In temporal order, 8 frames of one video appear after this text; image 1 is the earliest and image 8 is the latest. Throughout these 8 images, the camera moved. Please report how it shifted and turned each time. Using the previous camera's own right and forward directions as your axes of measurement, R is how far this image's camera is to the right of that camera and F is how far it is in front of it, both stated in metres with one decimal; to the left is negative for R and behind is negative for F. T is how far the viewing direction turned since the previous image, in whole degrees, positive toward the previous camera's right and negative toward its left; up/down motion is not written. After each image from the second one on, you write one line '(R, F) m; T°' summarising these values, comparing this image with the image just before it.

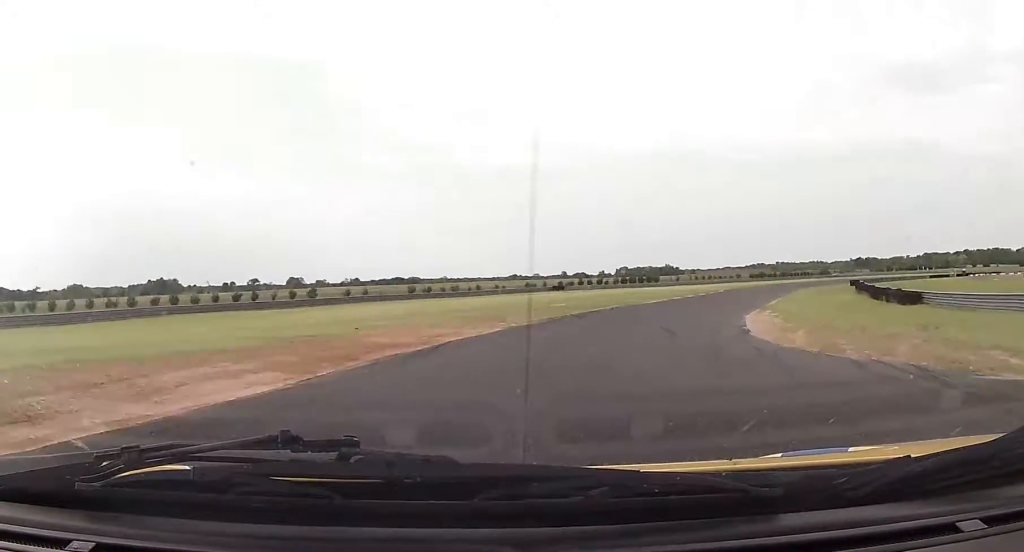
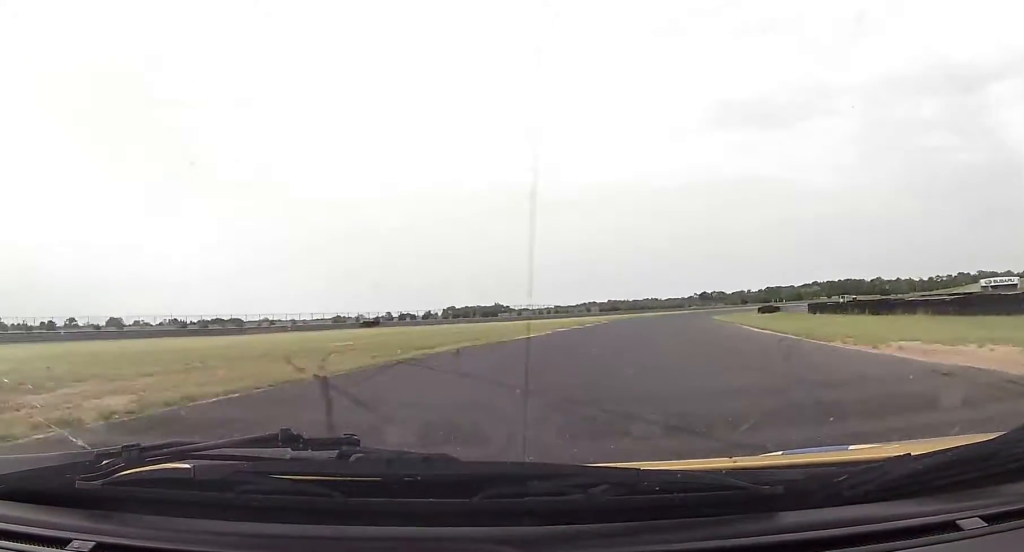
(+3.9, +33.2) m; +13°
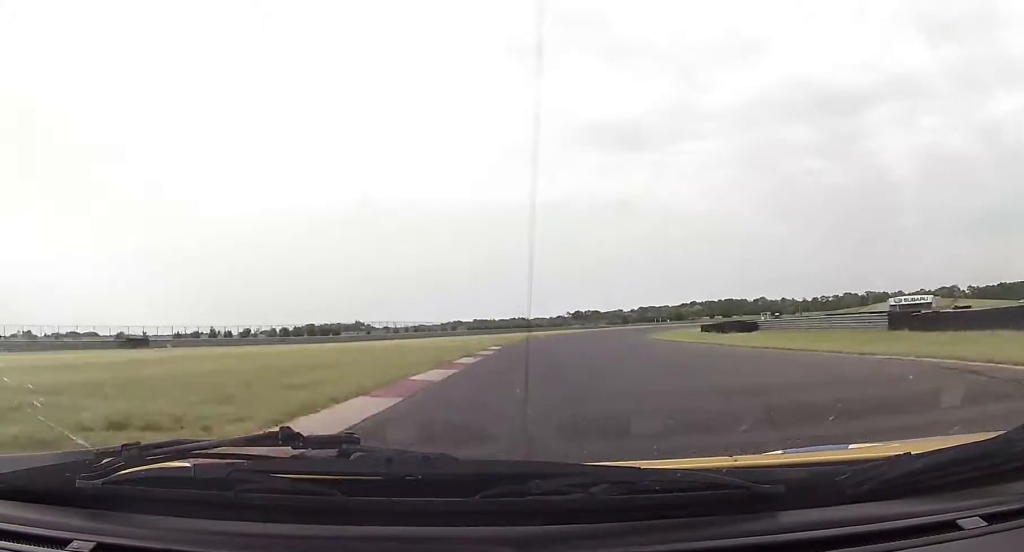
(+3.7, +34.6) m; +11°
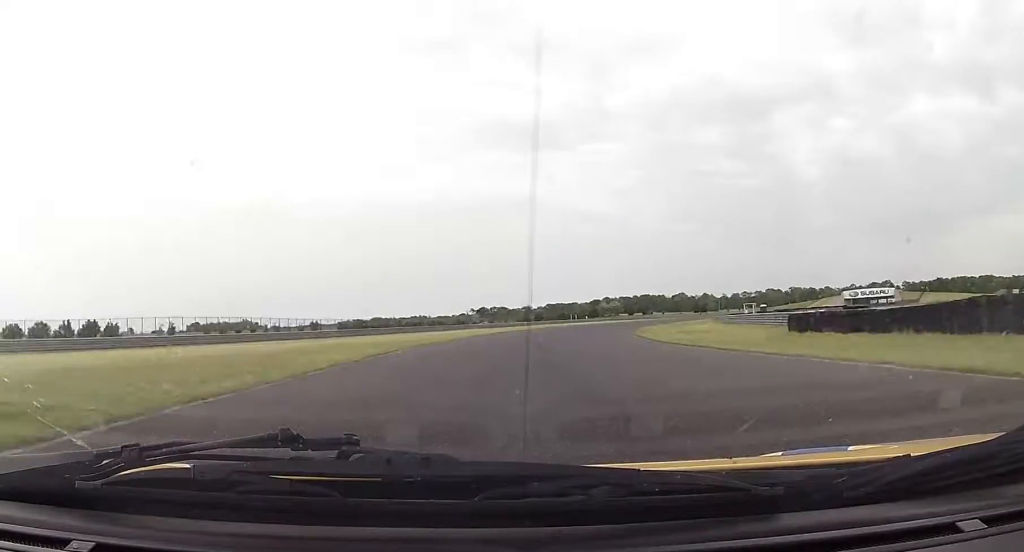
(+4.9, +48.1) m; +9°
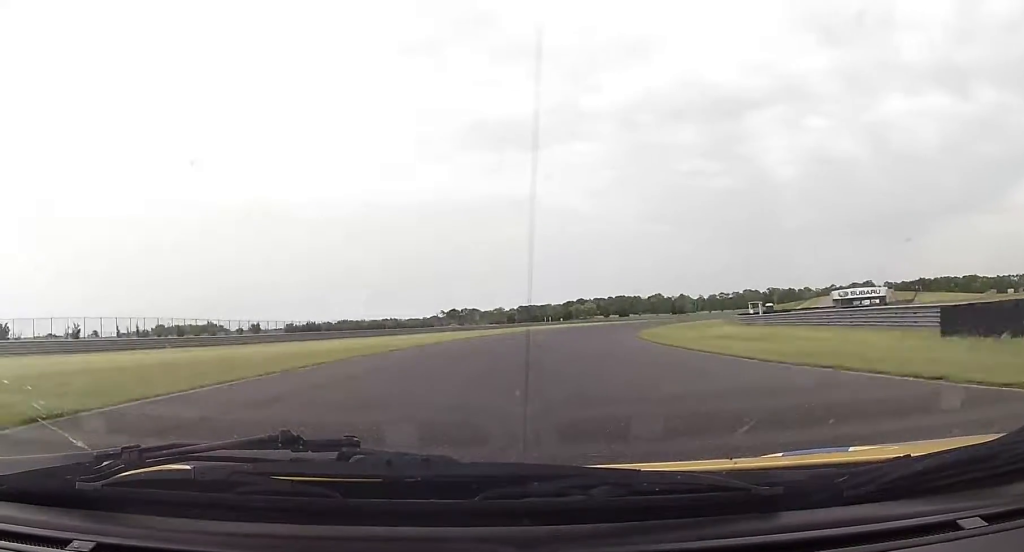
(0.0, +16.0) m; +2°
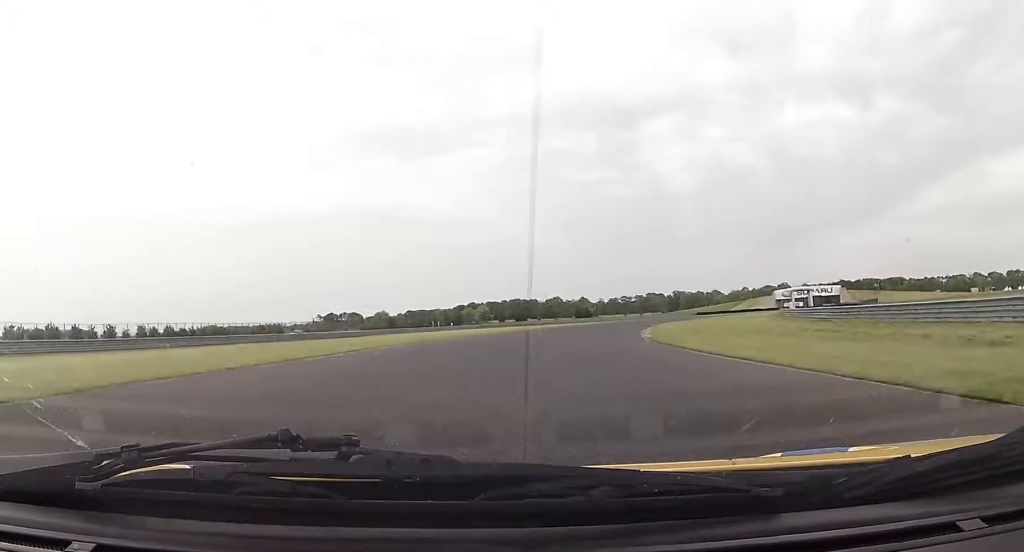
(+3.3, +48.1) m; +8°
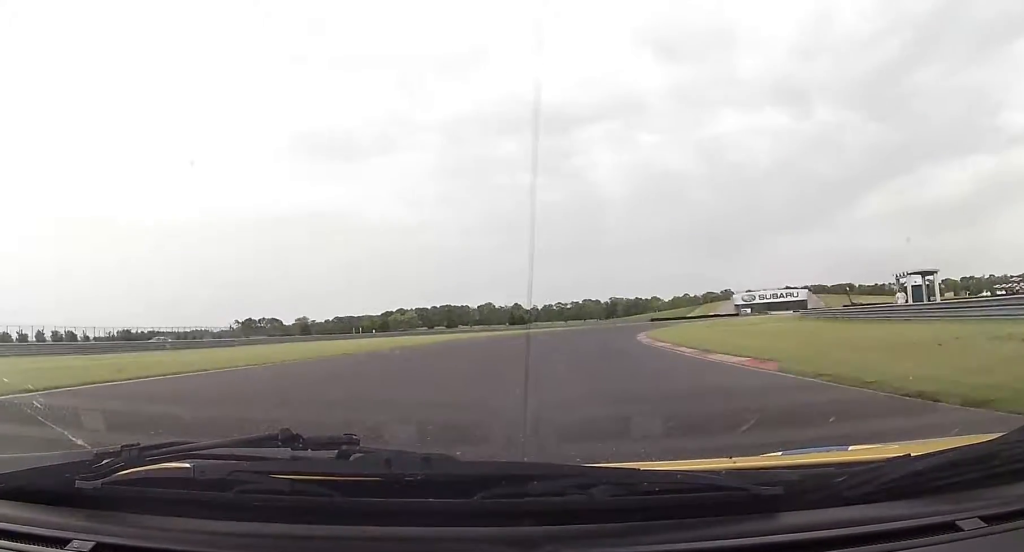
(+0.8, +26.6) m; +5°
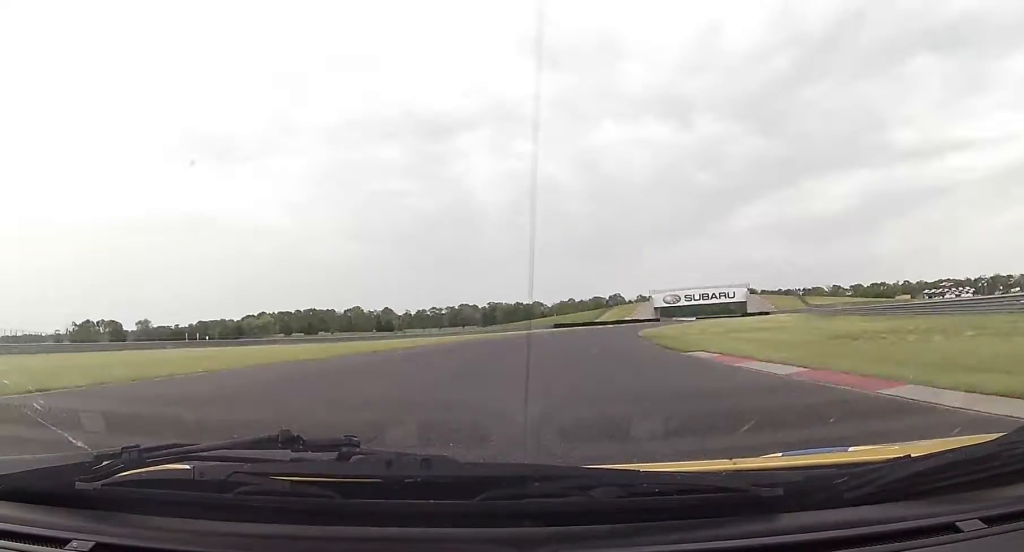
(+3.7, +47.6) m; +10°
